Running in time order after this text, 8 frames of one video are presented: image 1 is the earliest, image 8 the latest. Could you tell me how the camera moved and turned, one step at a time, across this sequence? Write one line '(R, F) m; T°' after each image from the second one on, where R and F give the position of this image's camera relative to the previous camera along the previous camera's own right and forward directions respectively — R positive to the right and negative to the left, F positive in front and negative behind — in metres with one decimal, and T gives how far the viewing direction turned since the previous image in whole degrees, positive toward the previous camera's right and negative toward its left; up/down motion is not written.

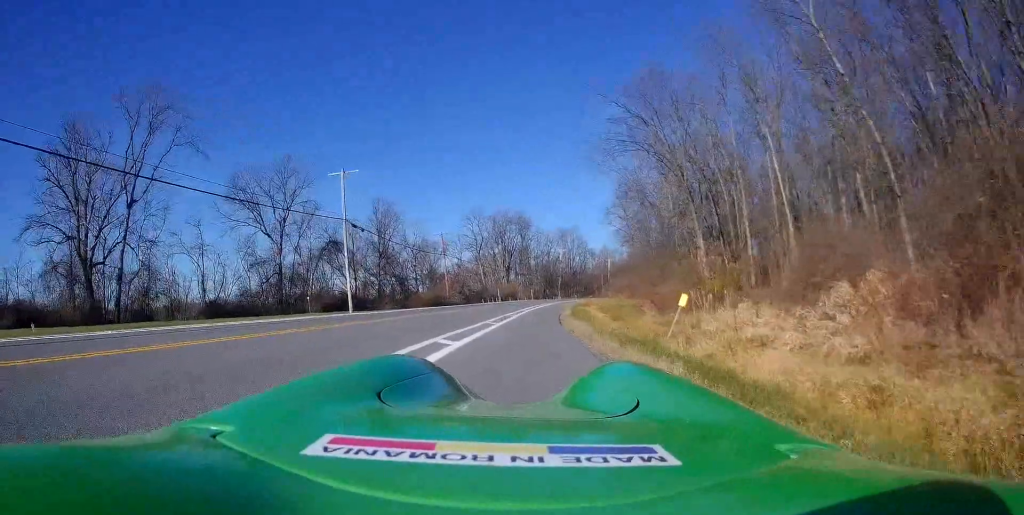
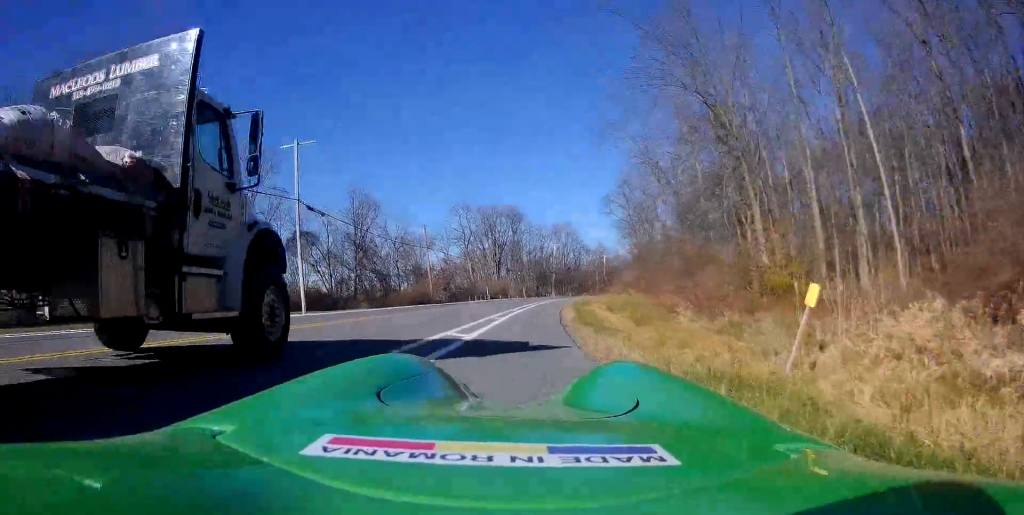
(-0.1, +7.6) m; -1°
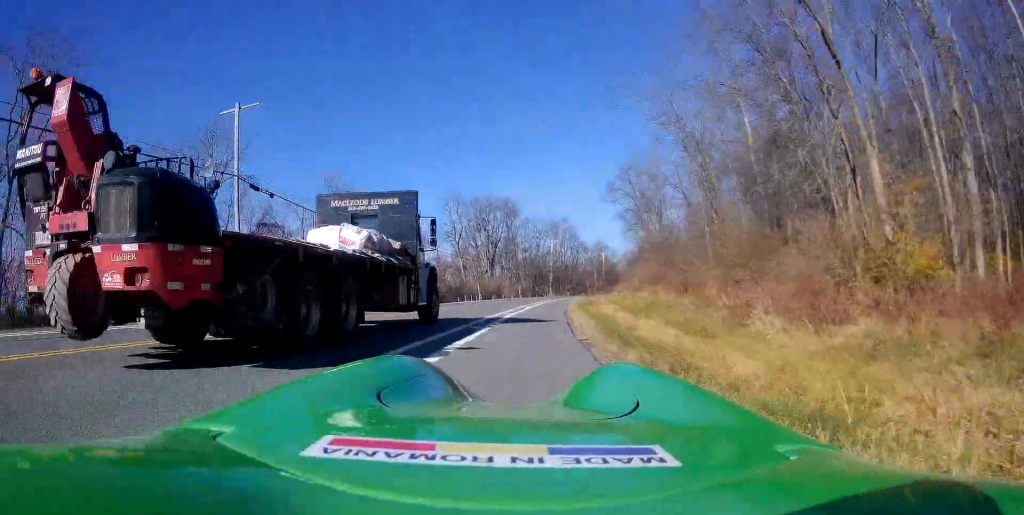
(0.0, +7.2) m; +1°
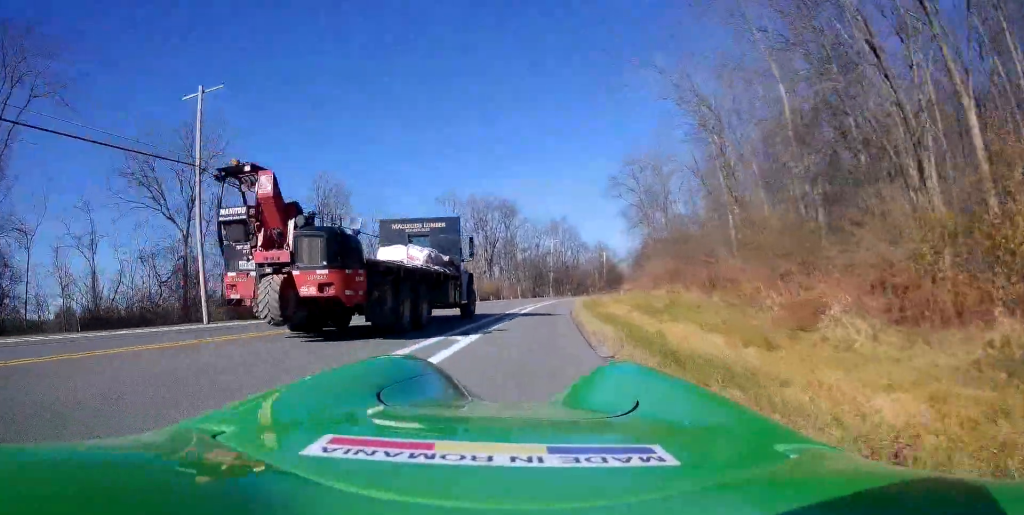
(-0.1, +3.5) m; +2°
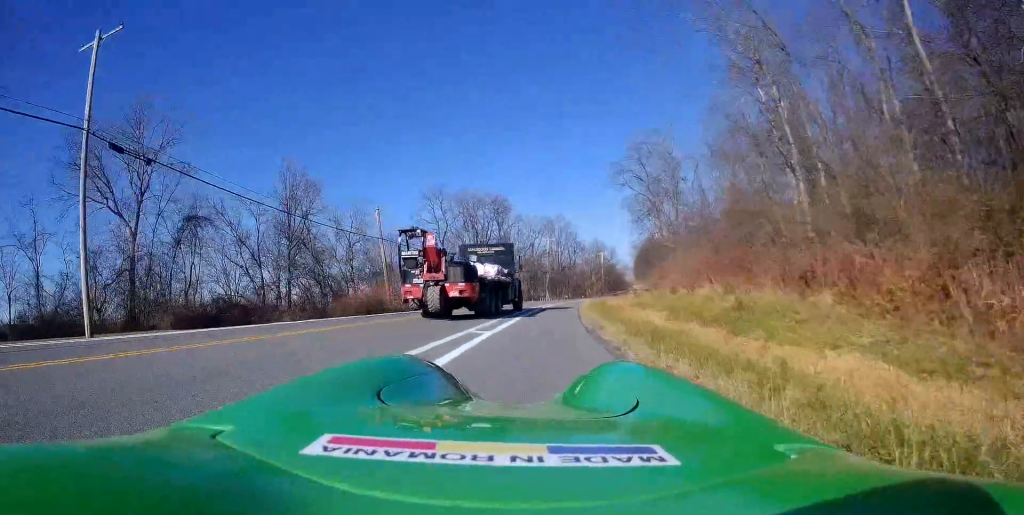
(+0.4, +7.1) m; +2°
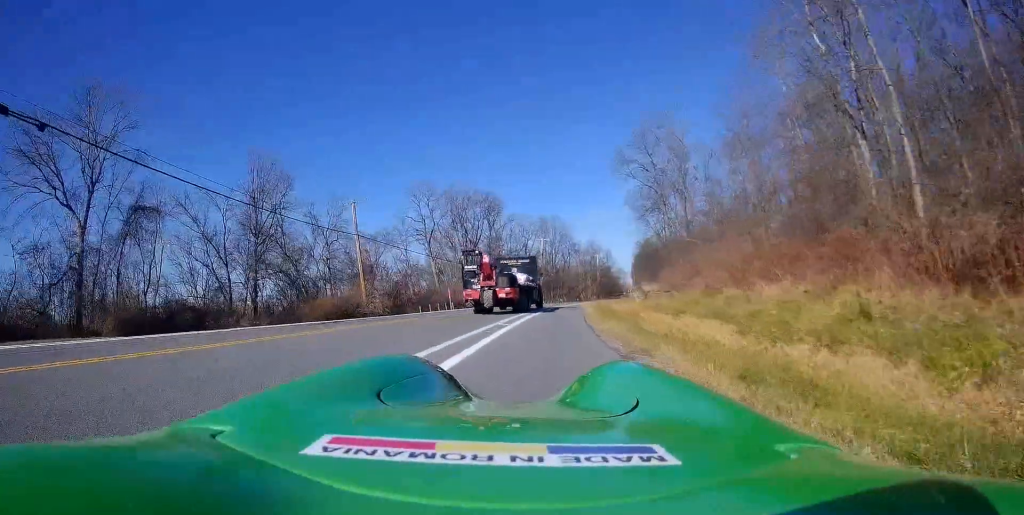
(+0.1, +5.6) m; -1°
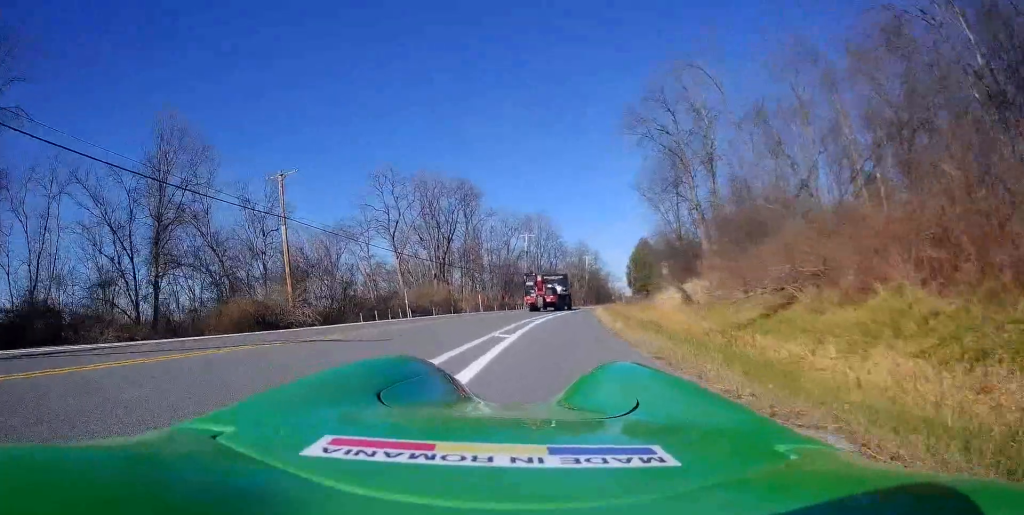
(-0.6, +12.1) m; -1°
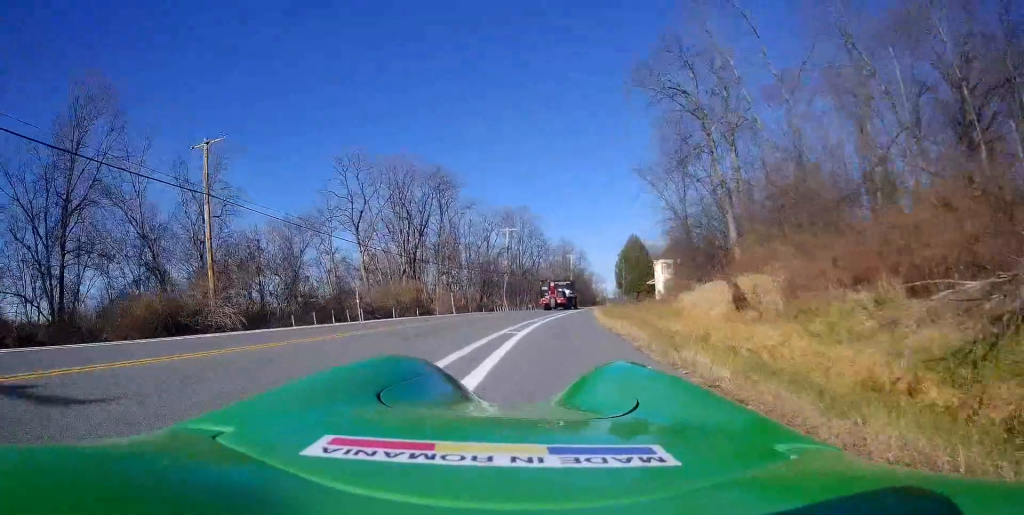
(+0.3, +7.5) m; +2°
